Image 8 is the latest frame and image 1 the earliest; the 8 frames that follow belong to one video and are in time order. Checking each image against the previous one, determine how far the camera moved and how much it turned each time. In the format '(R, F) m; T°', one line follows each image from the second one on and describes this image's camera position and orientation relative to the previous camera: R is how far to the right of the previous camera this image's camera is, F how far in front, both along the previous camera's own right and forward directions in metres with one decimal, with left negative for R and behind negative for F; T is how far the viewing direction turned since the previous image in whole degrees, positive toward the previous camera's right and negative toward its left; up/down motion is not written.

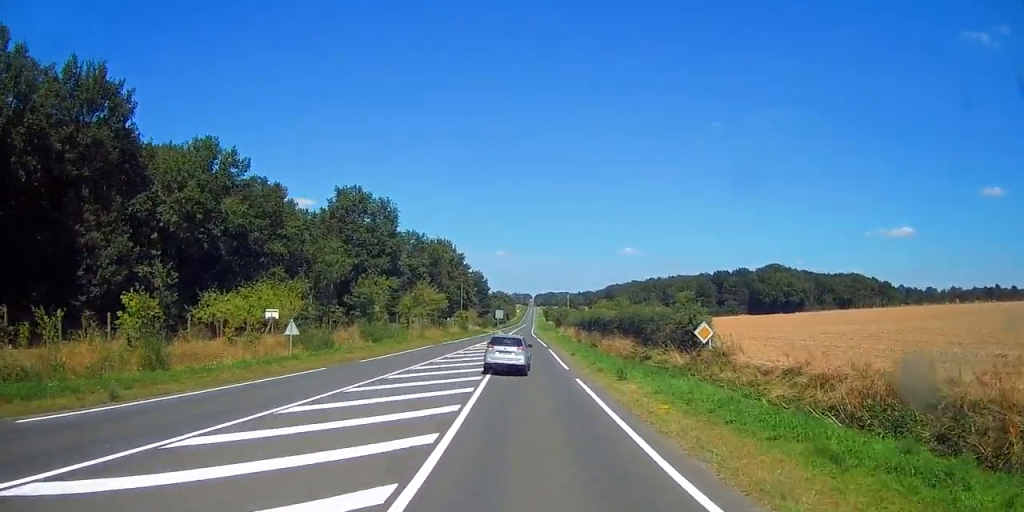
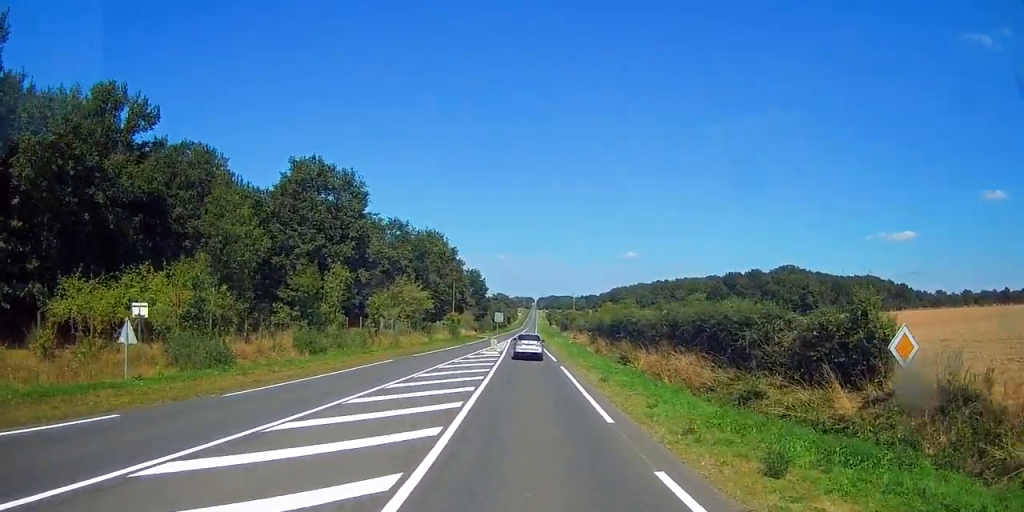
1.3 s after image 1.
(0.0, +16.6) m; 0°
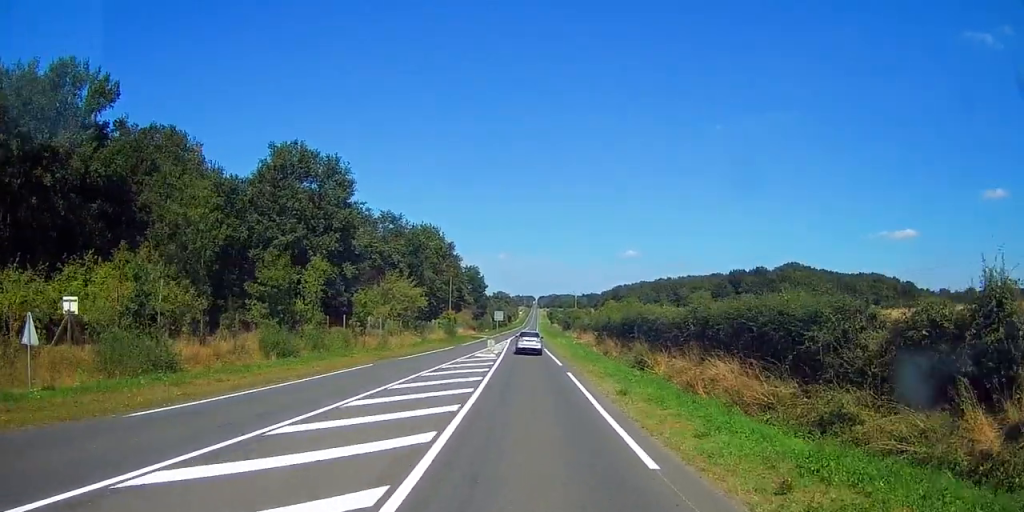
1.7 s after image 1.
(0.0, +5.5) m; 0°
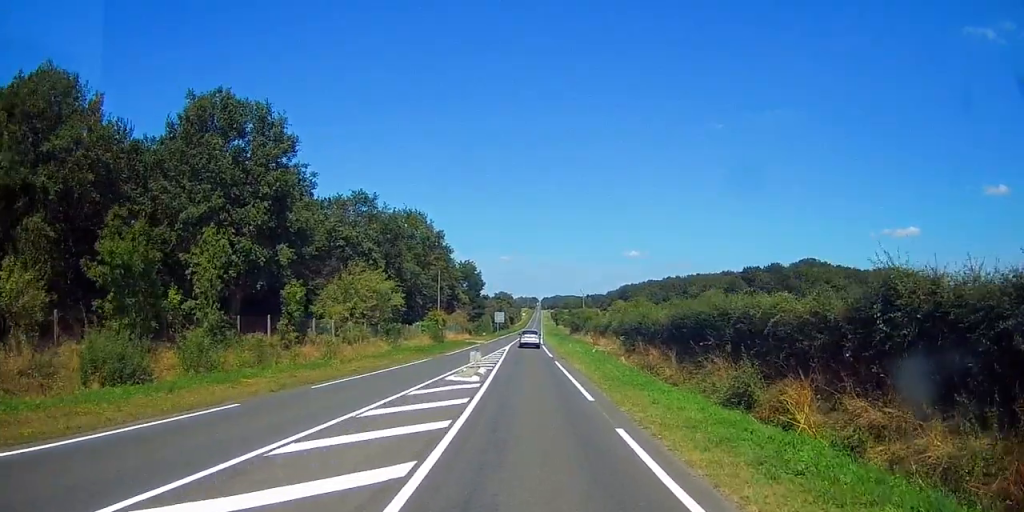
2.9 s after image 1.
(+0.1, +15.9) m; 0°
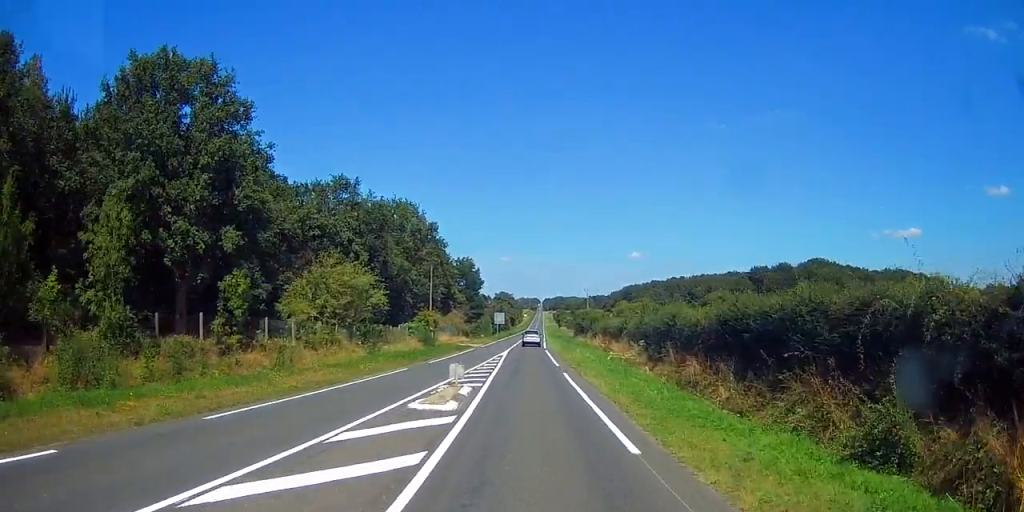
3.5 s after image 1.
(0.0, +8.2) m; -1°
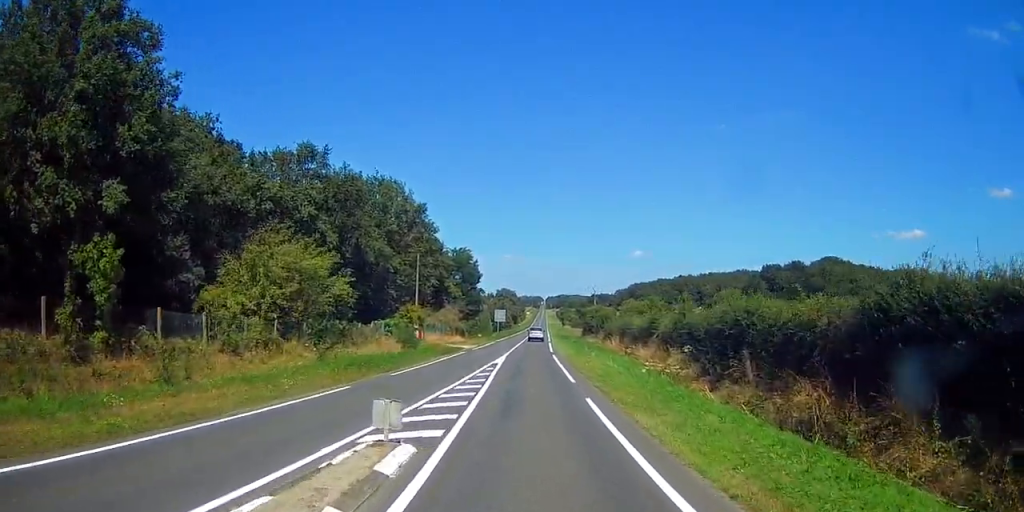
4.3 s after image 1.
(0.0, +11.2) m; -1°
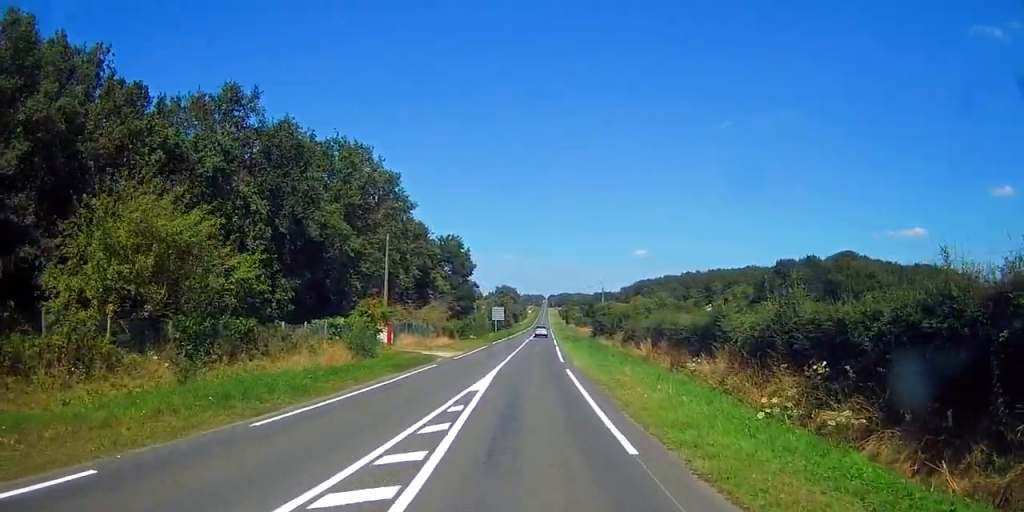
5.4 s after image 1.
(-0.3, +14.8) m; 0°
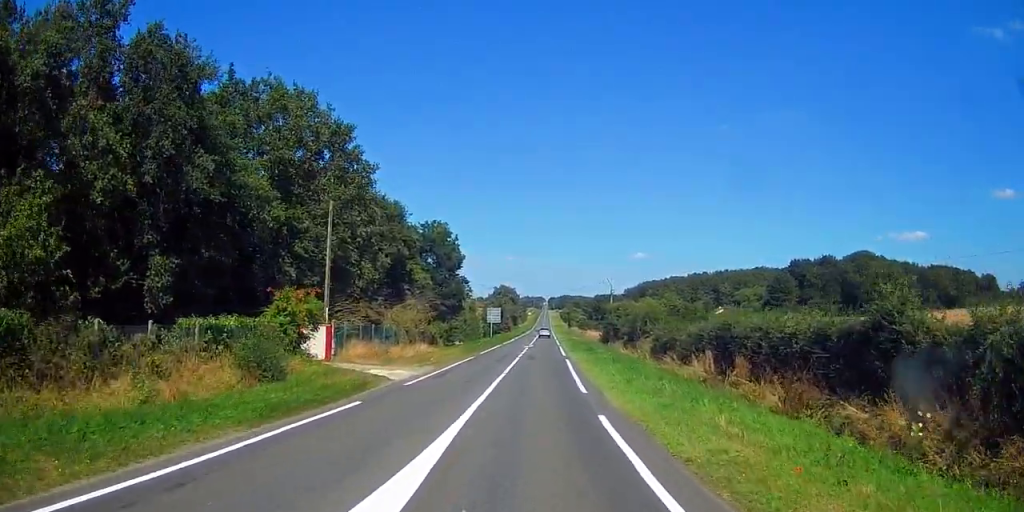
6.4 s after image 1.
(+0.3, +15.0) m; +2°
